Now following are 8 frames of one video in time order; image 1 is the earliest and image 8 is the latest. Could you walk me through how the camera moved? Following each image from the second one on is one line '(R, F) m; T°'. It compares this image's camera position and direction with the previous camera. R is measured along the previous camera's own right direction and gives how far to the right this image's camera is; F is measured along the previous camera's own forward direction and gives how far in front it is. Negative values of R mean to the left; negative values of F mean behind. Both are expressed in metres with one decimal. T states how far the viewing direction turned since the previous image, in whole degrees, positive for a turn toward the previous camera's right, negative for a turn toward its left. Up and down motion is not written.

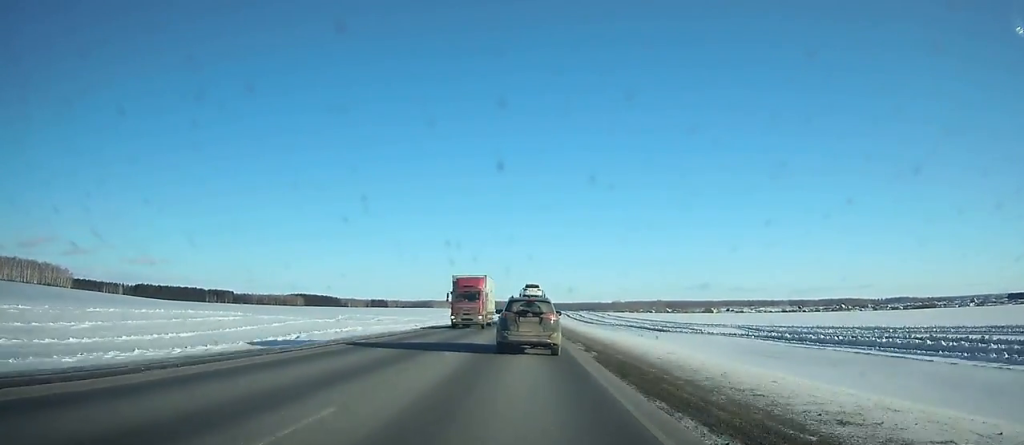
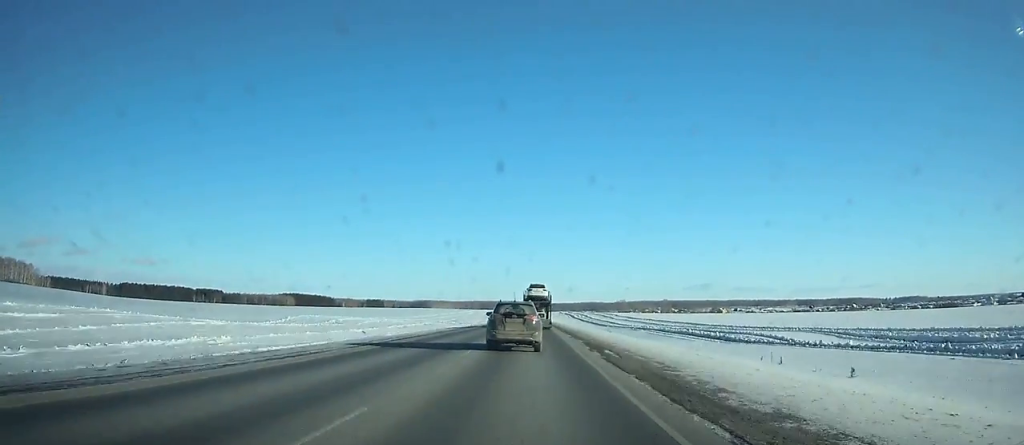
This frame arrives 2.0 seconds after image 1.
(-0.1, +48.5) m; 0°
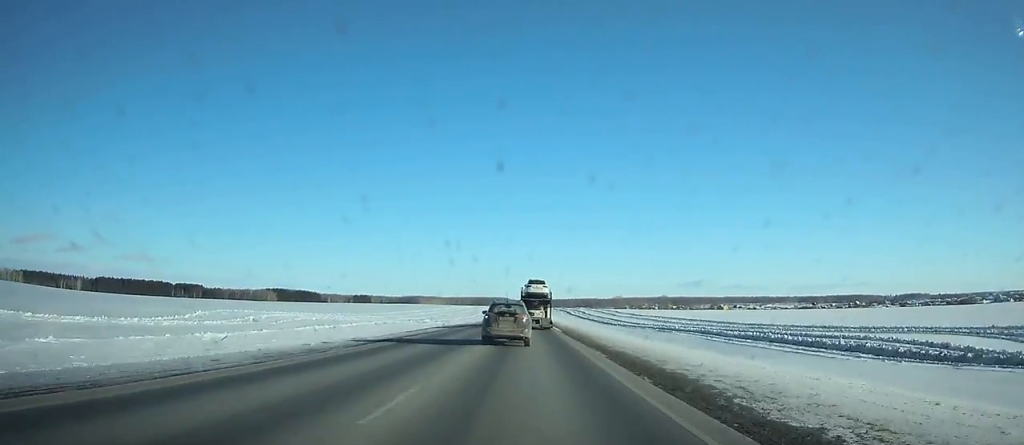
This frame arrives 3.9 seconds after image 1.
(-0.1, +46.0) m; 0°
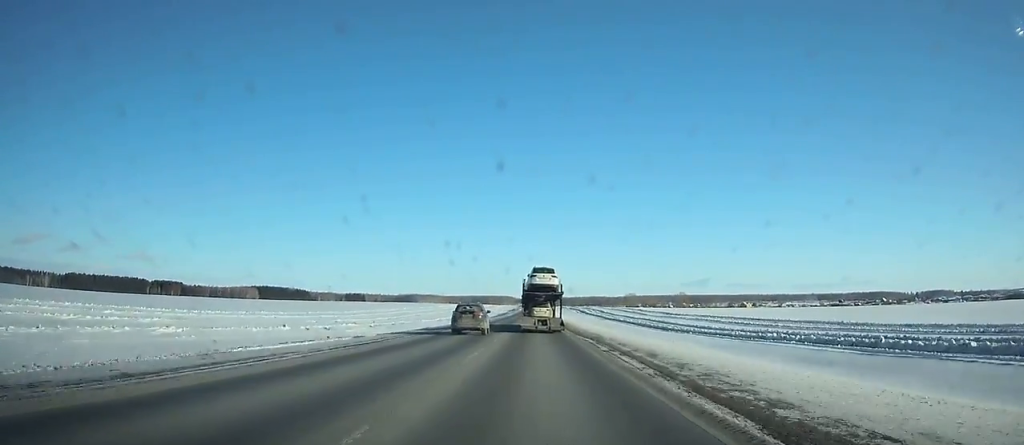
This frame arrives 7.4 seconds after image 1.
(+0.3, +85.9) m; 0°
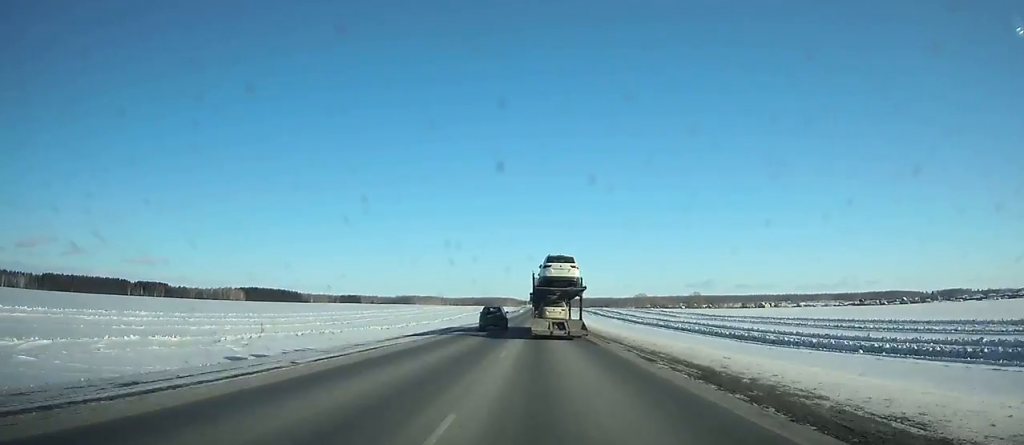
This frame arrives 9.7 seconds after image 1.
(-0.1, +58.2) m; 0°
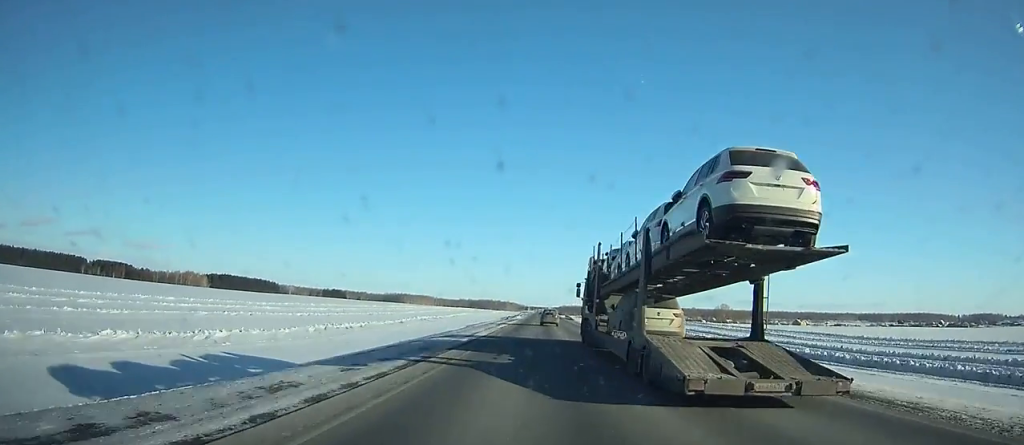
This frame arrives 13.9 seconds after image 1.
(-0.9, +113.7) m; 0°
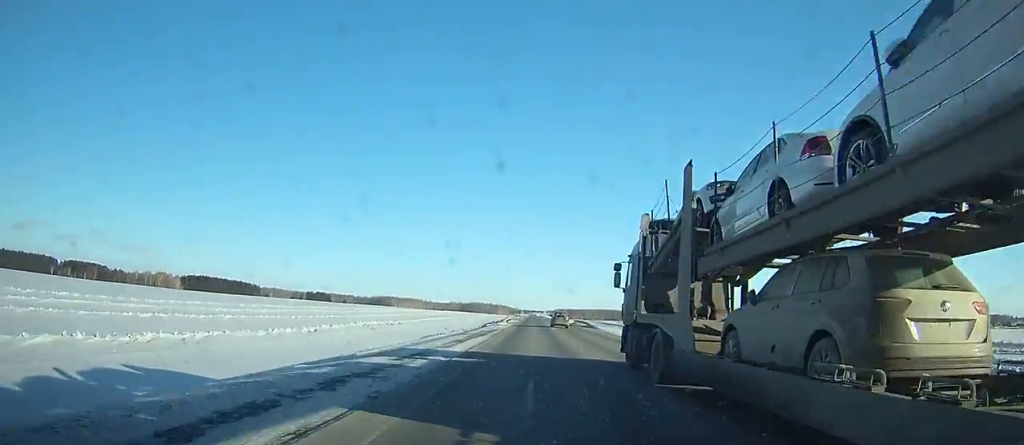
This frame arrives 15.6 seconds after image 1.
(-0.2, +48.3) m; 0°
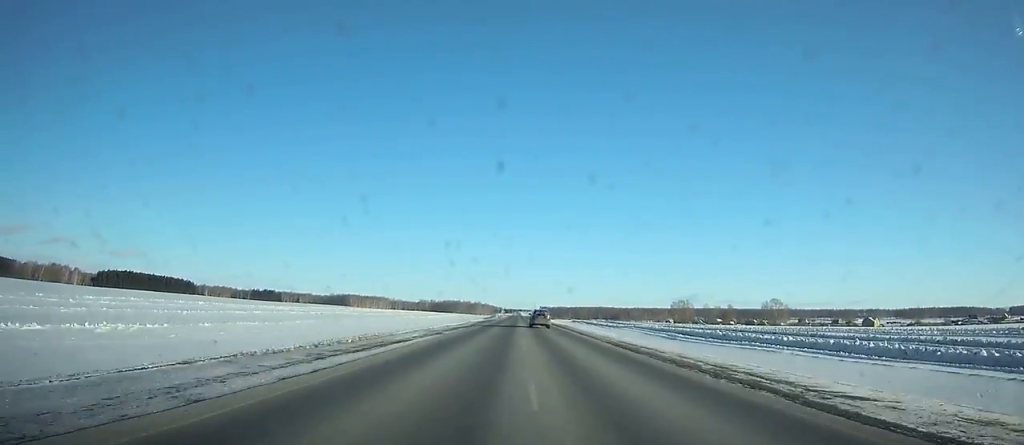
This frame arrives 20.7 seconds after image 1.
(+3.0, +155.8) m; +2°
